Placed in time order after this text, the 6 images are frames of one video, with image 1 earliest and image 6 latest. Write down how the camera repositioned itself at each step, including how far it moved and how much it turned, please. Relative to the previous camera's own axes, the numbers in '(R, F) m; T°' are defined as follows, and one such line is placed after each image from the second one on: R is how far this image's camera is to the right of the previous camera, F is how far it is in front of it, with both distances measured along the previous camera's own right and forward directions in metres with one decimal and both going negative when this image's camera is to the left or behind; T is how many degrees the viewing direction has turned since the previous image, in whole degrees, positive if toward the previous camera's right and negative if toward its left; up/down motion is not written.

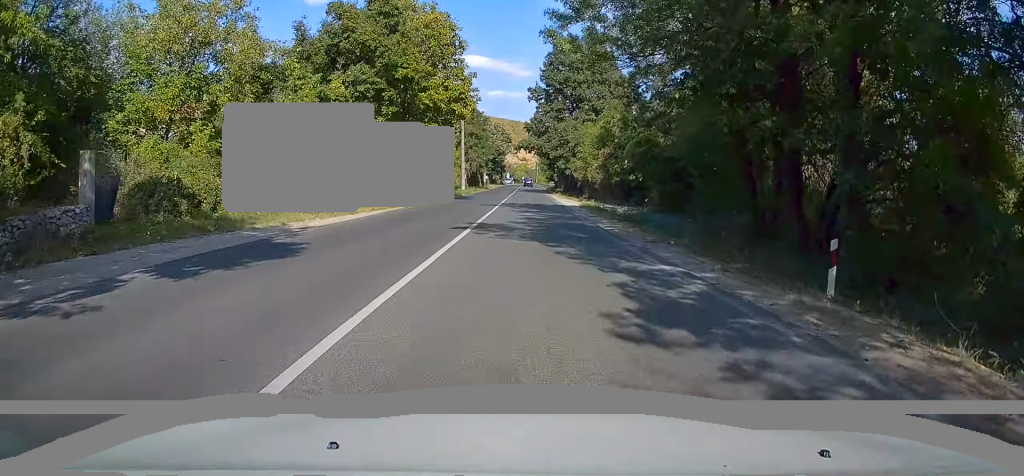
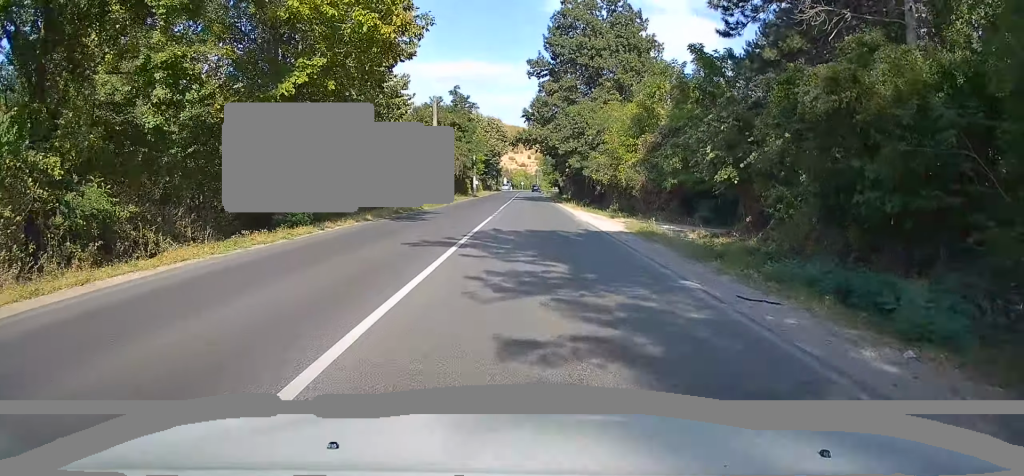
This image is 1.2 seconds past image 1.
(-0.2, +19.9) m; +1°
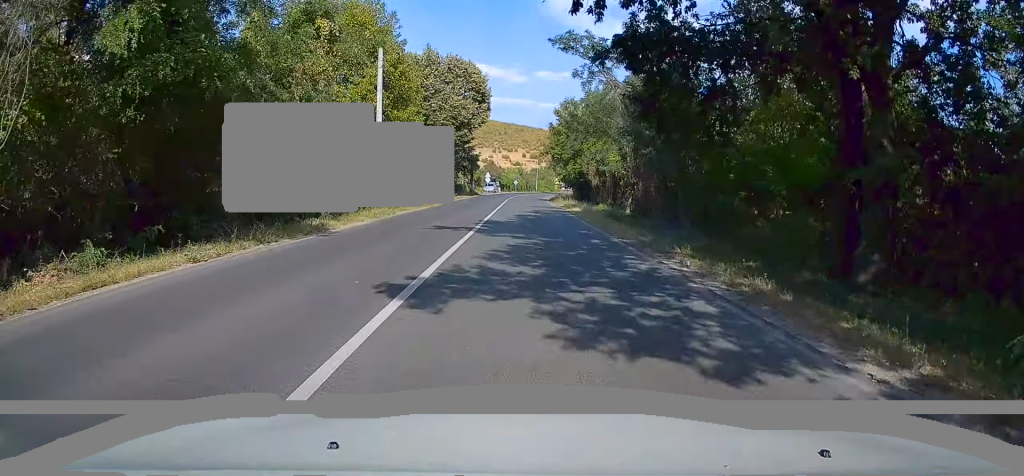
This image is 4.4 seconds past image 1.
(+0.2, +53.4) m; -1°
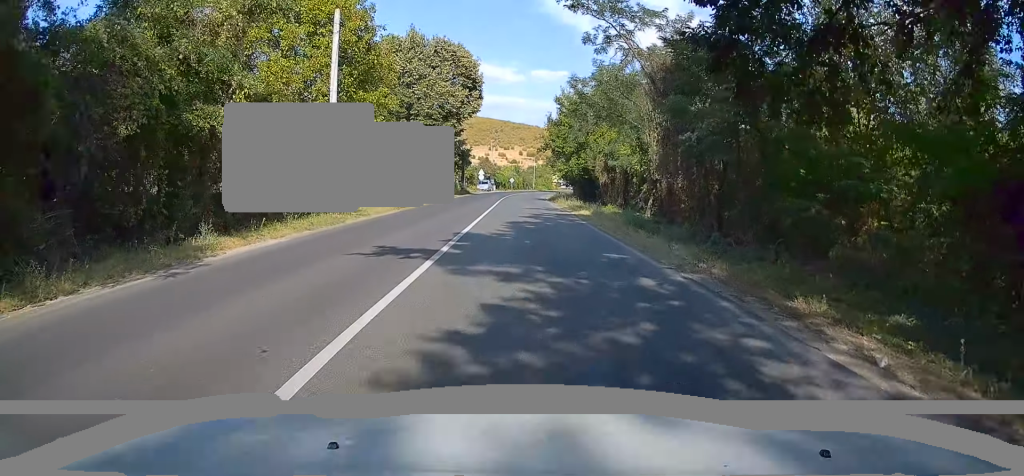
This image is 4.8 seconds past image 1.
(-0.2, +6.9) m; 0°
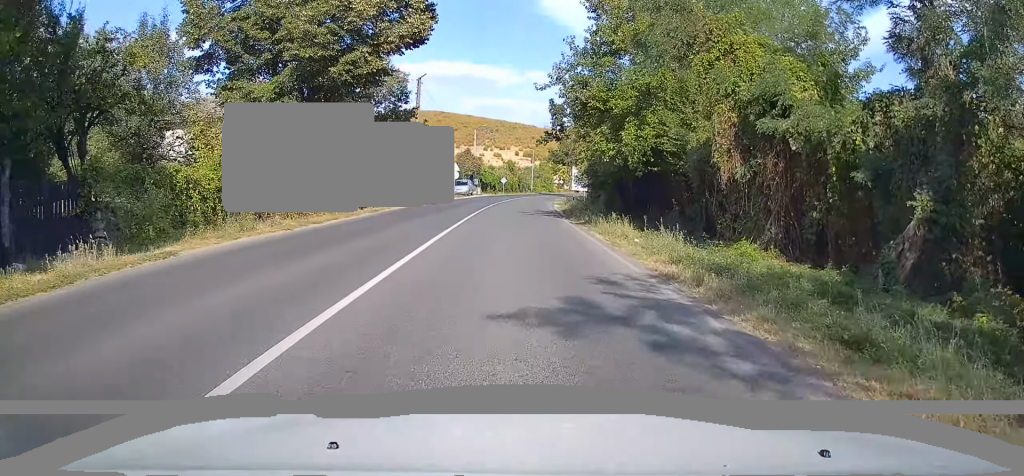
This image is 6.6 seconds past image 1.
(+0.3, +27.9) m; +2°
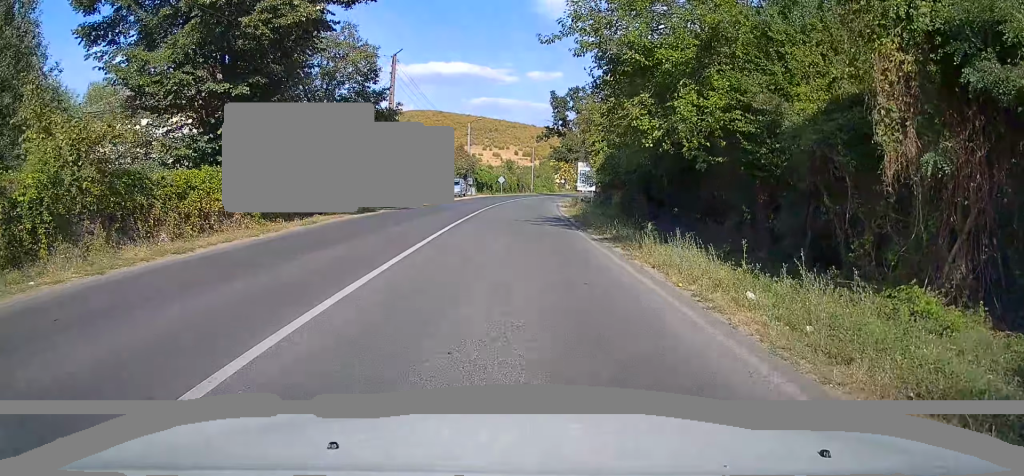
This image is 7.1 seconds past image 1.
(-0.1, +7.8) m; +1°
